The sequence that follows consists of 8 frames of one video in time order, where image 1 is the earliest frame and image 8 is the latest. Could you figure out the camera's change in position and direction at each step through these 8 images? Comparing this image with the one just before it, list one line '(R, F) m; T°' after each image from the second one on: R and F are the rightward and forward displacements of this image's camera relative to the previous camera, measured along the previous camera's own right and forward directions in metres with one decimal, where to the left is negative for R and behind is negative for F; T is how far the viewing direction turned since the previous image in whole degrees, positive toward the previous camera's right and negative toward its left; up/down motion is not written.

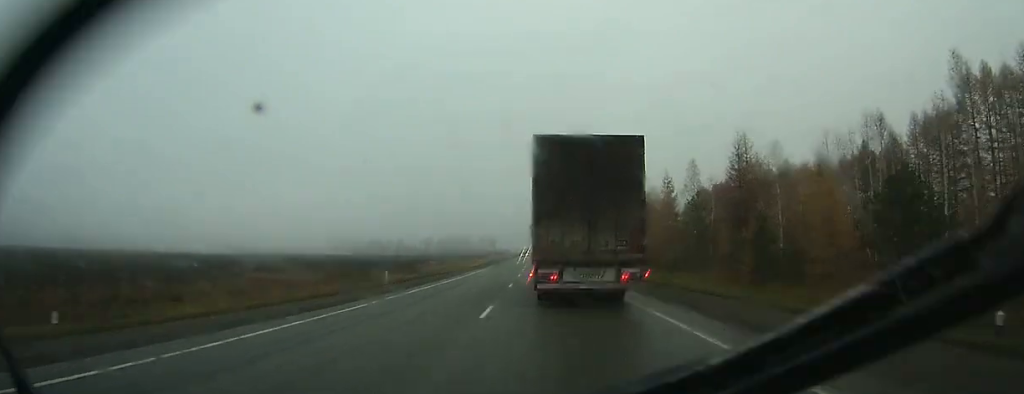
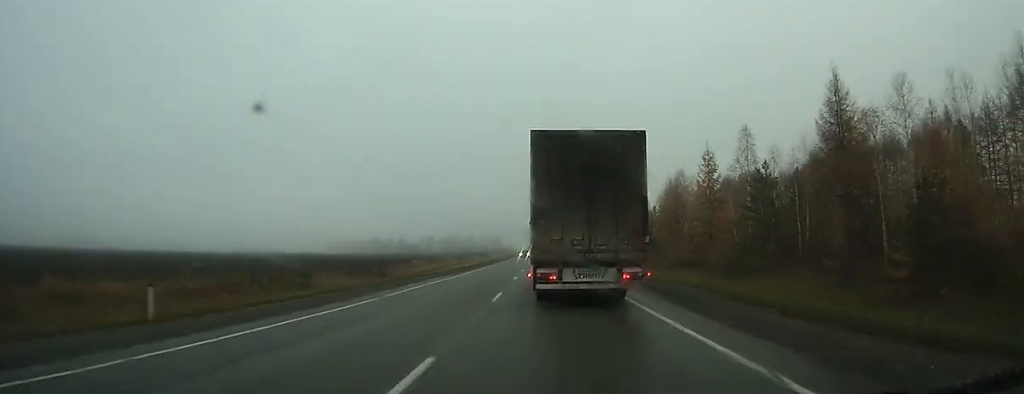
(-0.1, +19.9) m; -1°
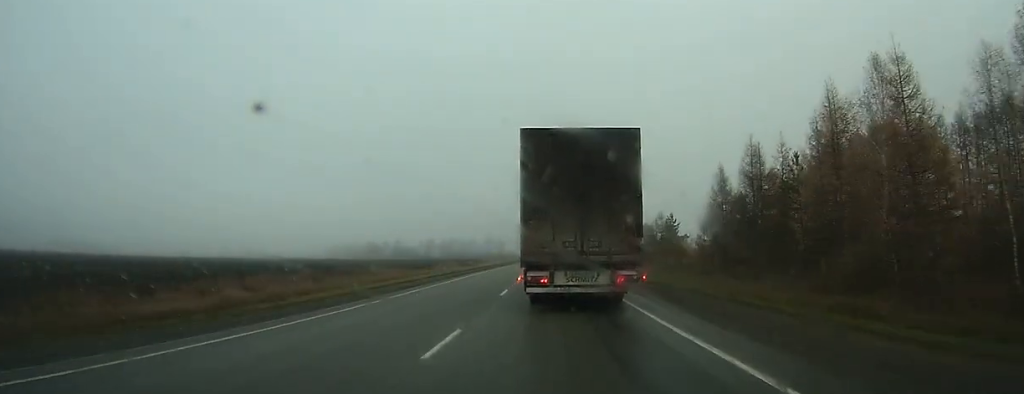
(-0.8, +57.4) m; -1°
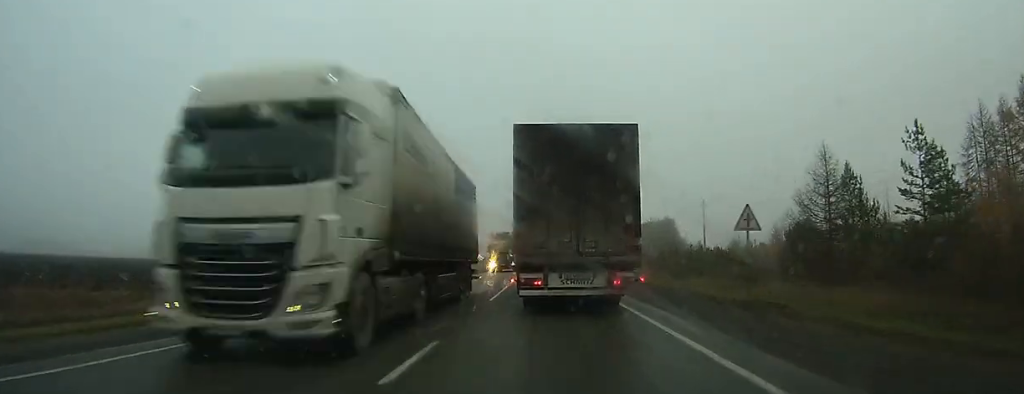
(-0.1, +61.0) m; 0°
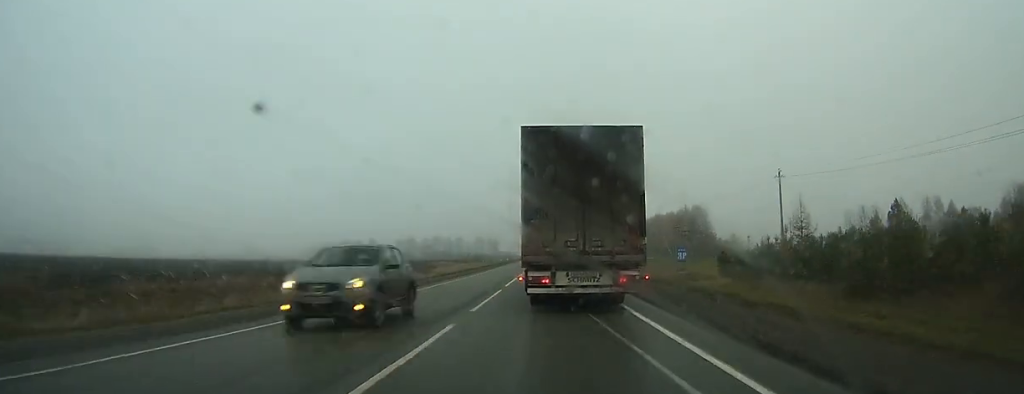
(+0.2, +39.3) m; 0°
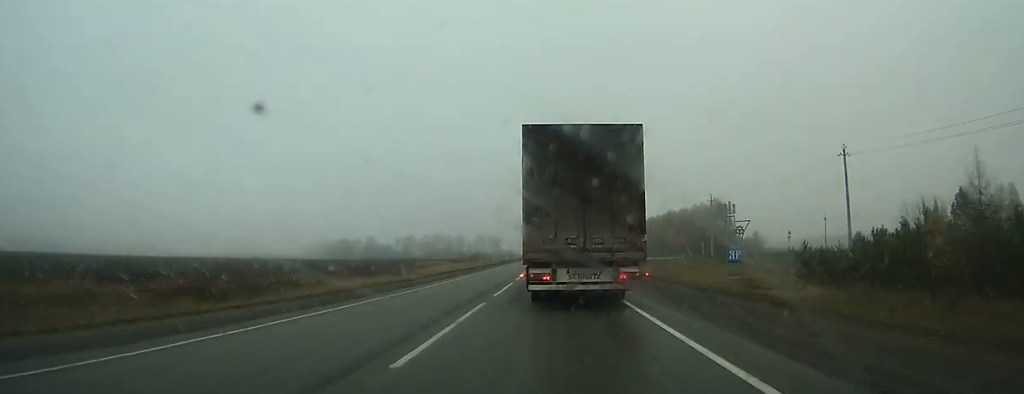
(0.0, +18.7) m; 0°
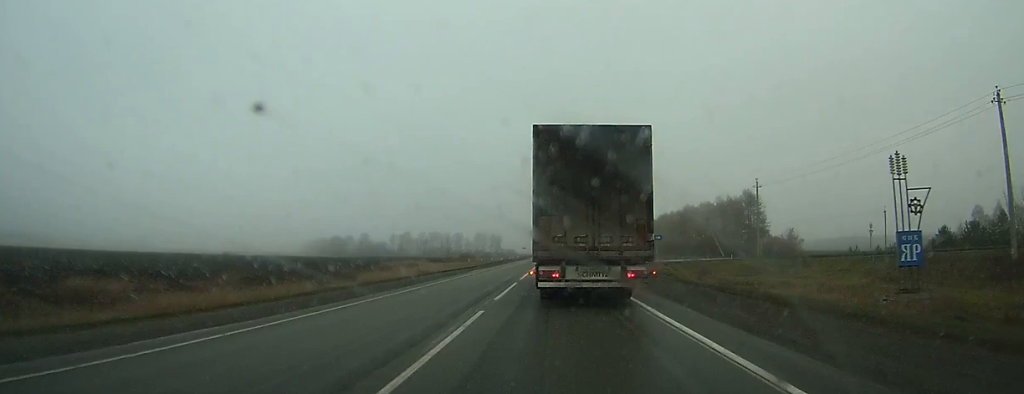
(-0.2, +25.5) m; 0°
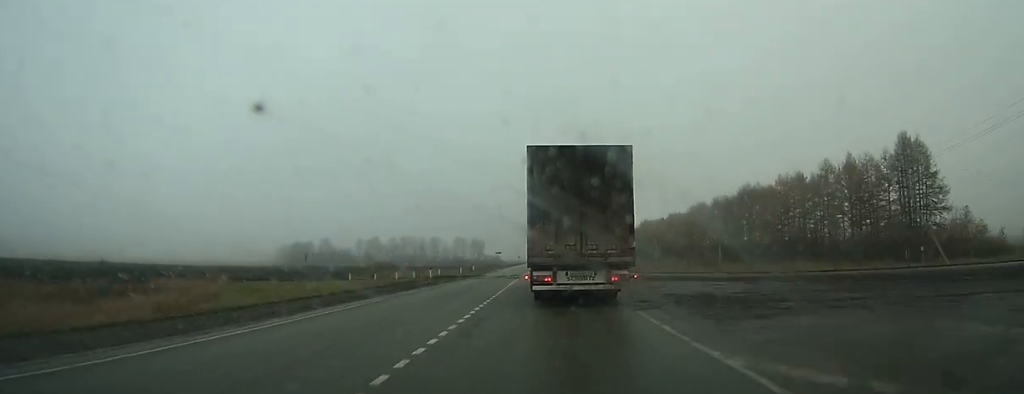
(0.0, +73.6) m; 0°
